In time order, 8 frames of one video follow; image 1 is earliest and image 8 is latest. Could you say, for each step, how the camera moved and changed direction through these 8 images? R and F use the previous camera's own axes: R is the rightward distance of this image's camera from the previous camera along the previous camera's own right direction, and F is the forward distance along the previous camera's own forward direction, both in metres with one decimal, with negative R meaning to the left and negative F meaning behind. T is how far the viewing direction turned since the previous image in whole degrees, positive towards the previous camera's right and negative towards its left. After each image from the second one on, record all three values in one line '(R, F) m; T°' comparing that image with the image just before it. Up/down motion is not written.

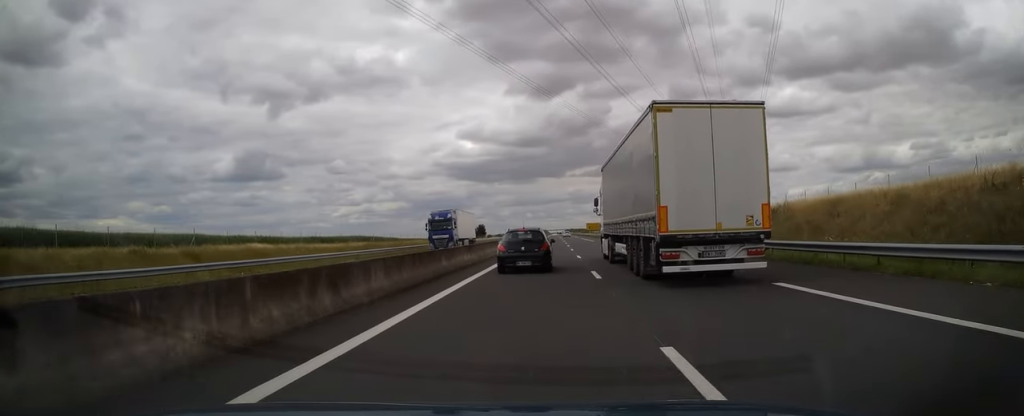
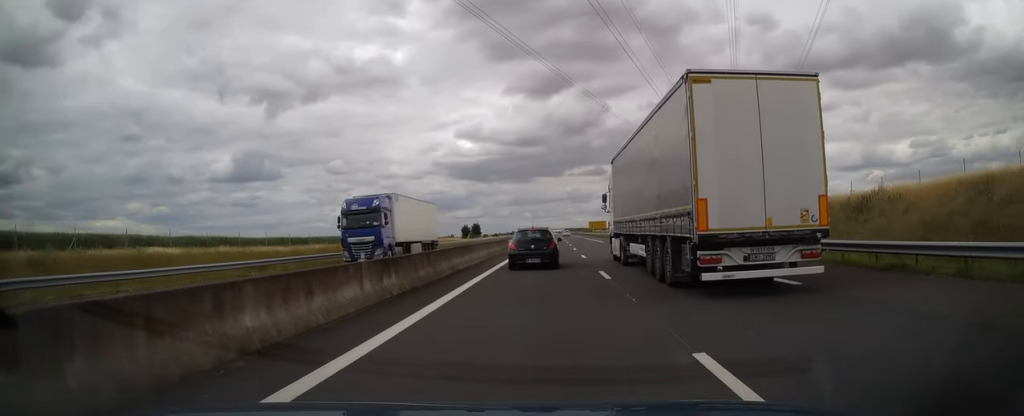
(0.0, +13.4) m; 0°
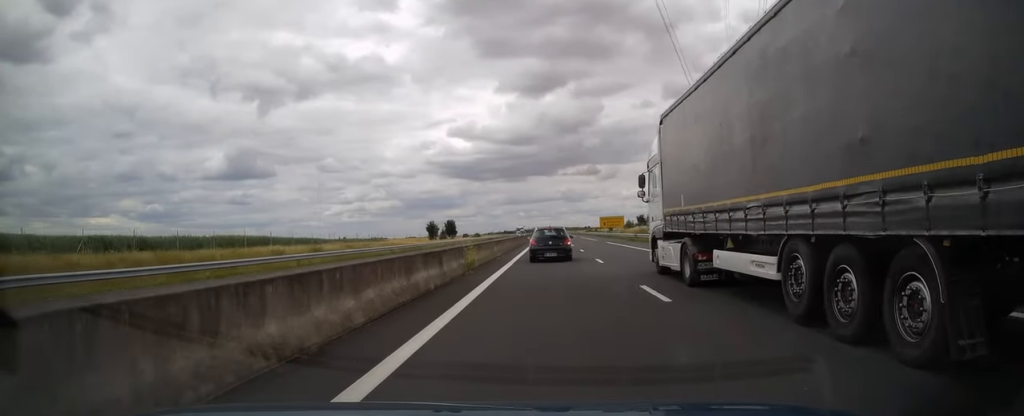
(+0.1, +44.5) m; +1°
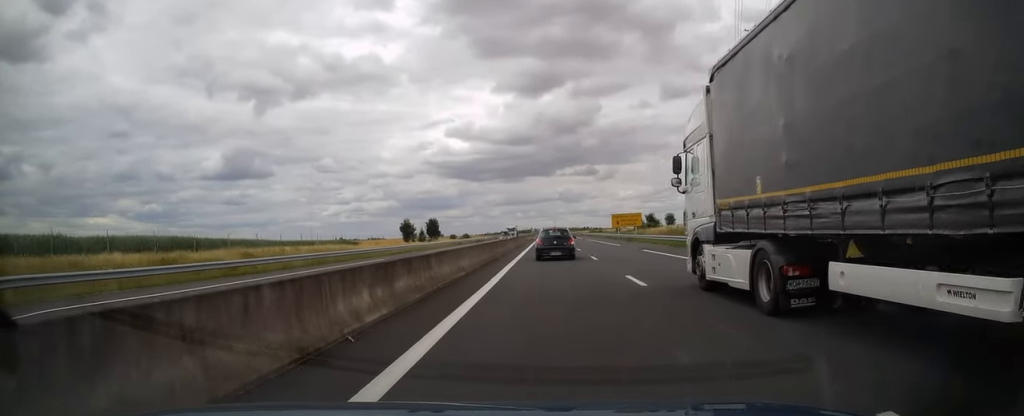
(+0.2, +22.7) m; 0°
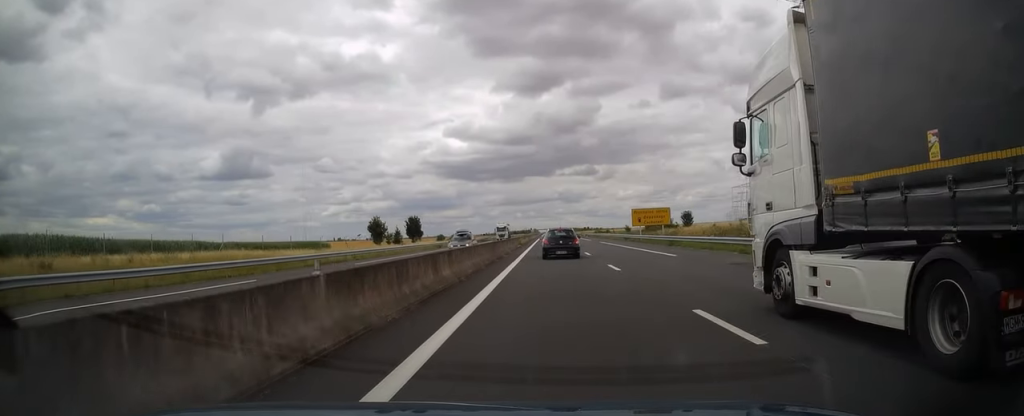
(+0.2, +20.3) m; 0°
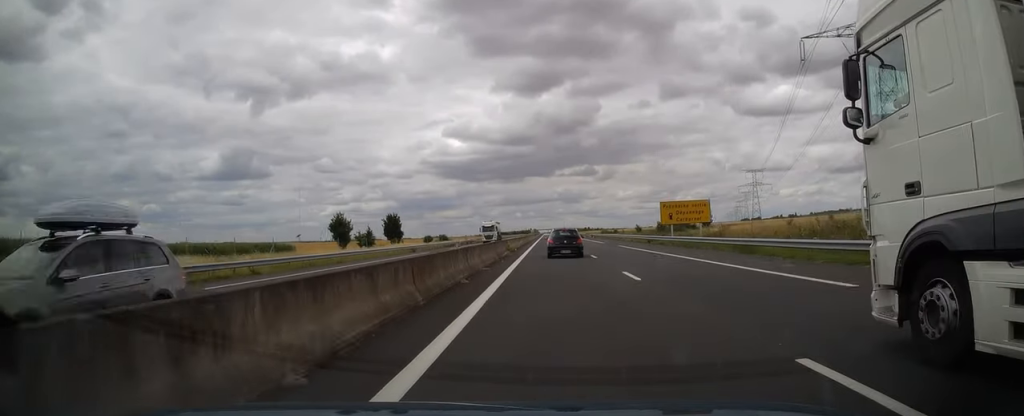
(-0.2, +16.9) m; 0°
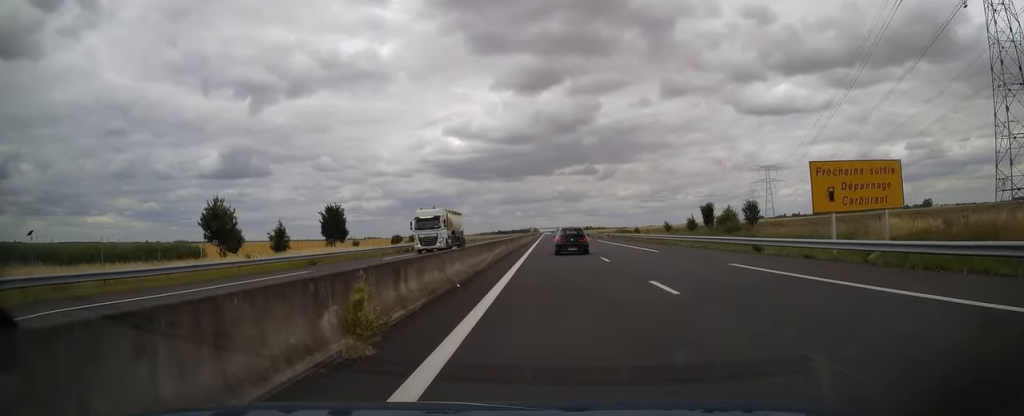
(+0.2, +29.8) m; +1°
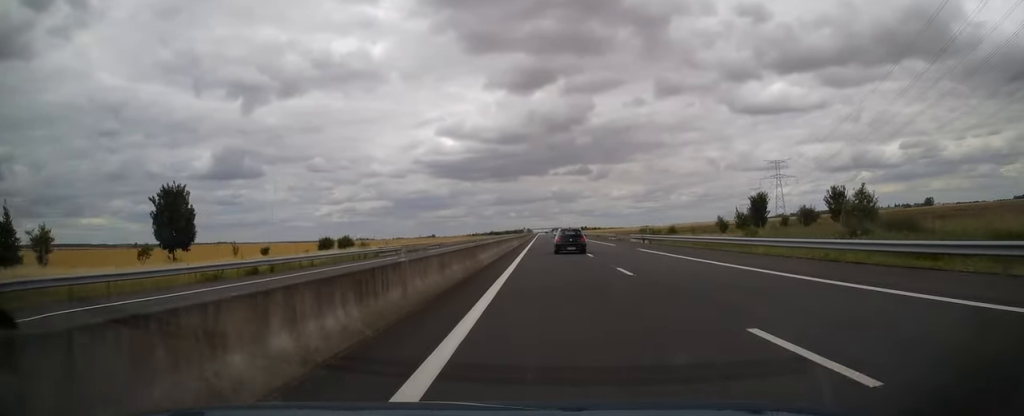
(+0.2, +33.4) m; 0°
